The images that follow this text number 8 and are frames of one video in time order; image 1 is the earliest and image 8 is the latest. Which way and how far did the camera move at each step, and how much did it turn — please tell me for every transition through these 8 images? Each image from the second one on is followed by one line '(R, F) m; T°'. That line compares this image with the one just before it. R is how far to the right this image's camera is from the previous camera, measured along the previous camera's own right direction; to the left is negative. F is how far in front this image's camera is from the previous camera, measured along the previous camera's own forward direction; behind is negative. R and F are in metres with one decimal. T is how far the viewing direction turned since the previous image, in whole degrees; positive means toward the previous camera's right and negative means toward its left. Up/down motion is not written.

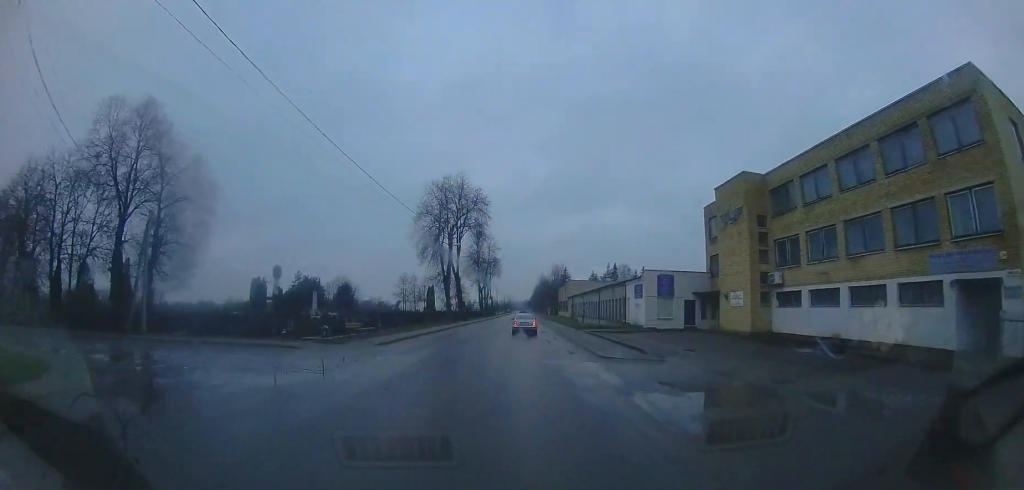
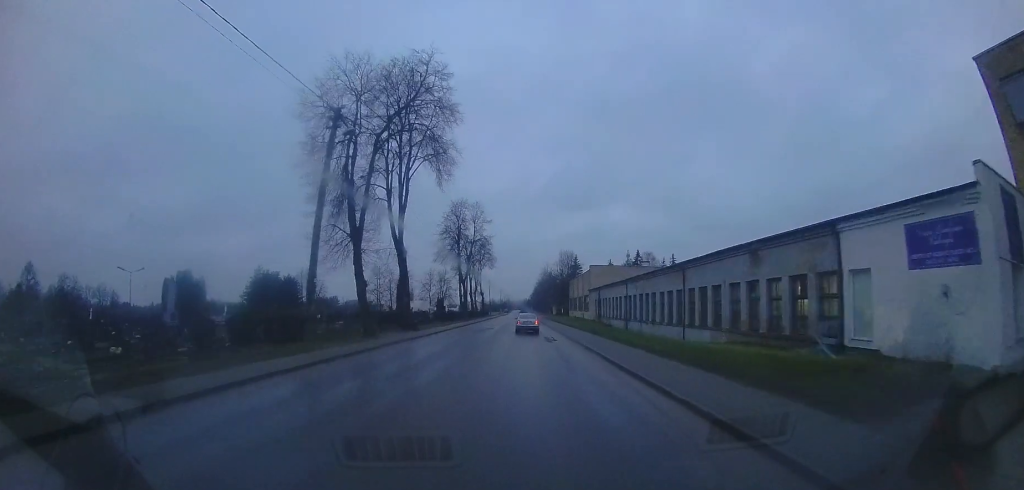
(+0.6, +24.2) m; +1°
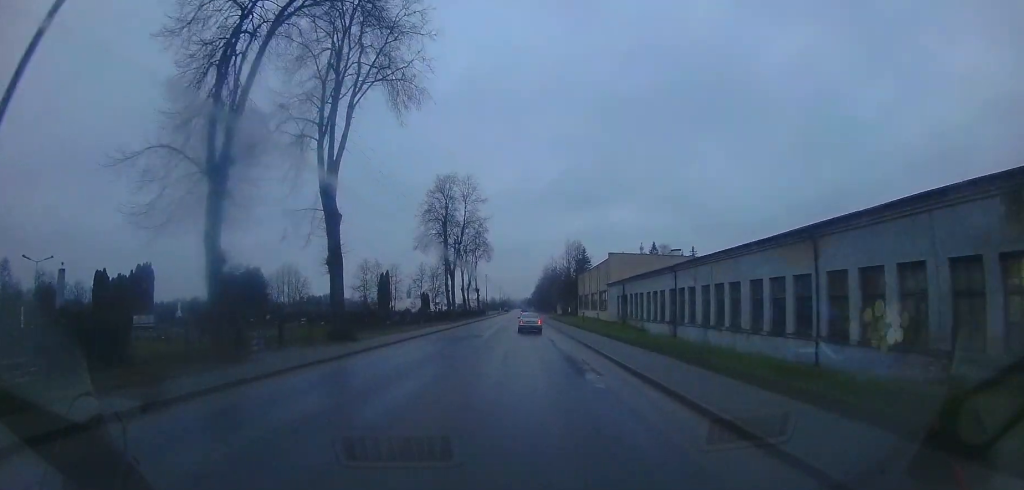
(0.0, +10.6) m; -1°
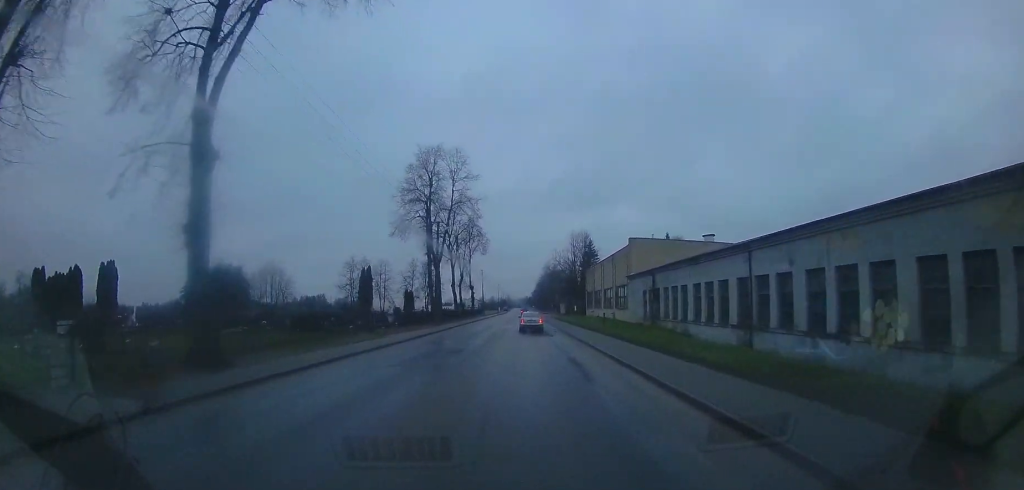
(-0.1, +8.1) m; 0°
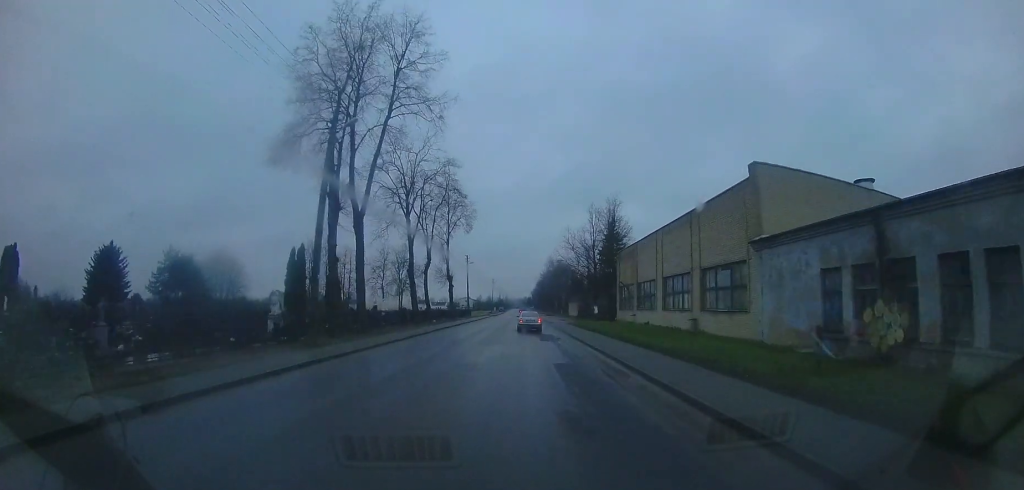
(+0.1, +18.8) m; +1°
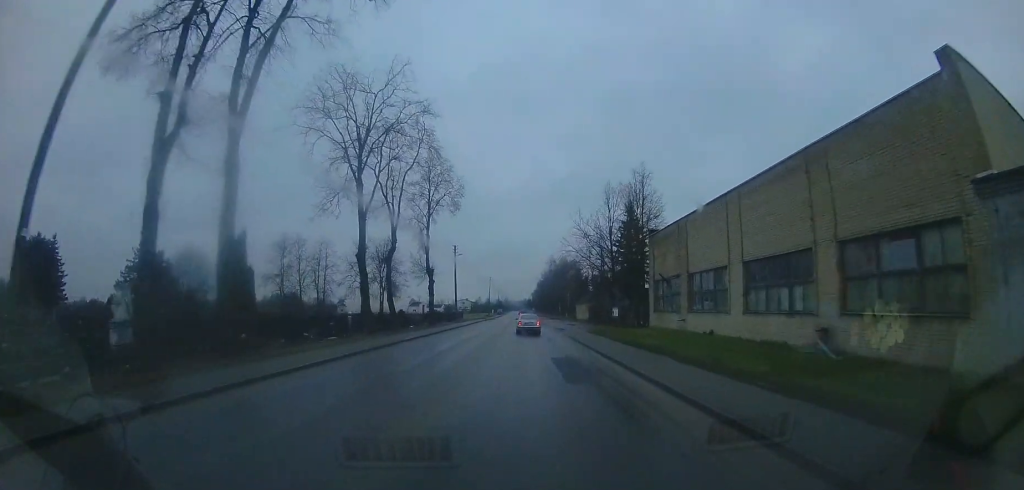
(0.0, +9.7) m; 0°
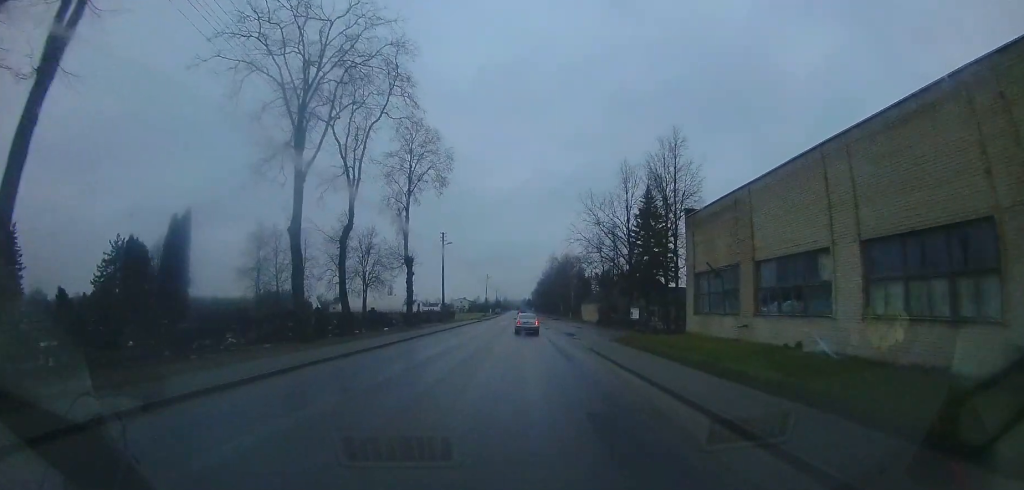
(0.0, +6.6) m; 0°
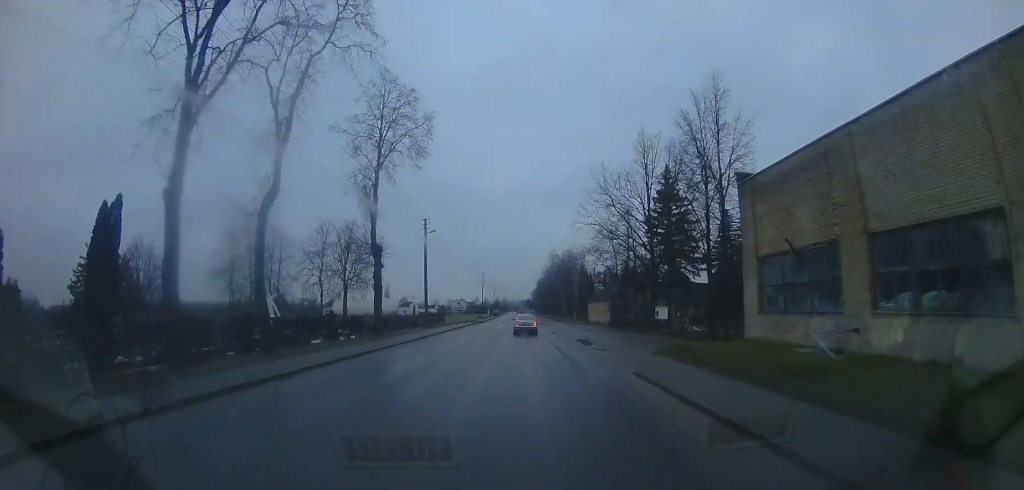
(0.0, +6.1) m; 0°
